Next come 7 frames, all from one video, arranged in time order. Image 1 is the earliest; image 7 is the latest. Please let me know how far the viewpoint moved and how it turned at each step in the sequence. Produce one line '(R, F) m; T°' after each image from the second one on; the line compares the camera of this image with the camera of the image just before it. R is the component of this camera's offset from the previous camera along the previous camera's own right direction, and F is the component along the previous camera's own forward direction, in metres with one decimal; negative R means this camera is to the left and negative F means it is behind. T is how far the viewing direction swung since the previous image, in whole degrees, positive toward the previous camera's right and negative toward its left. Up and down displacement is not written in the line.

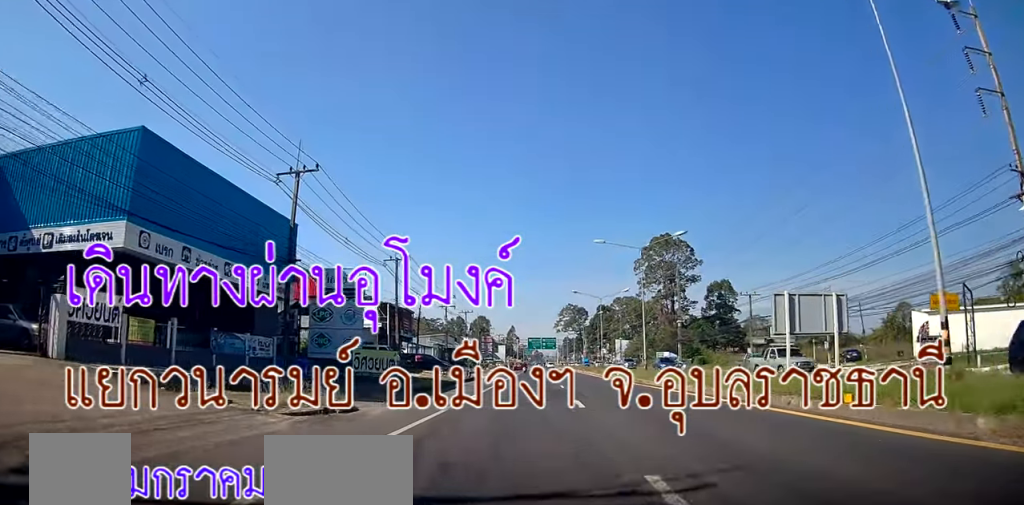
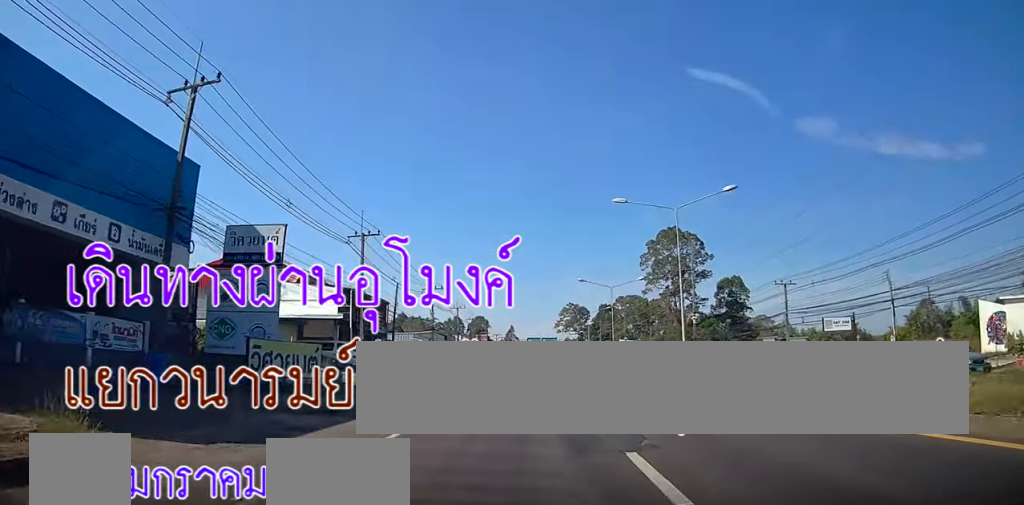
(-0.2, +11.7) m; -1°
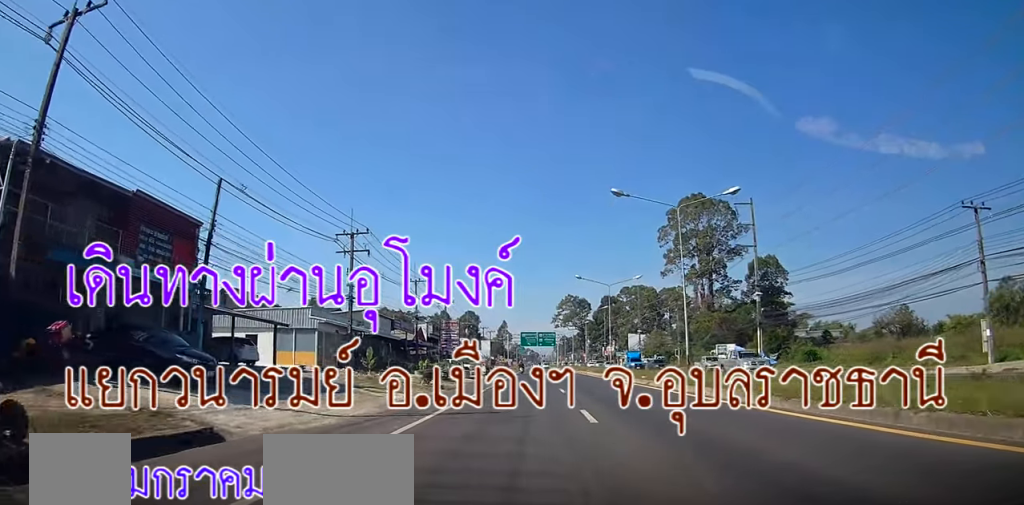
(-0.7, +29.9) m; -2°
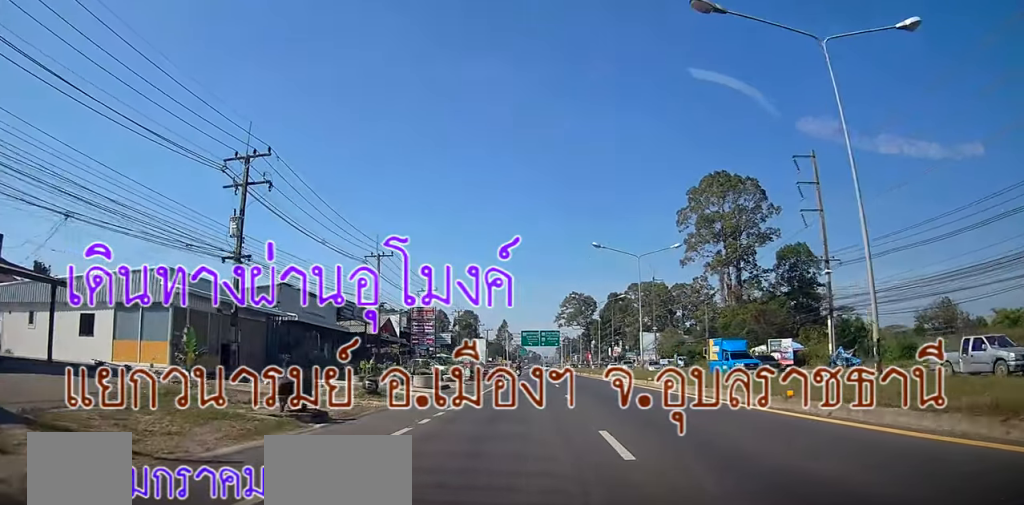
(-0.1, +15.8) m; 0°
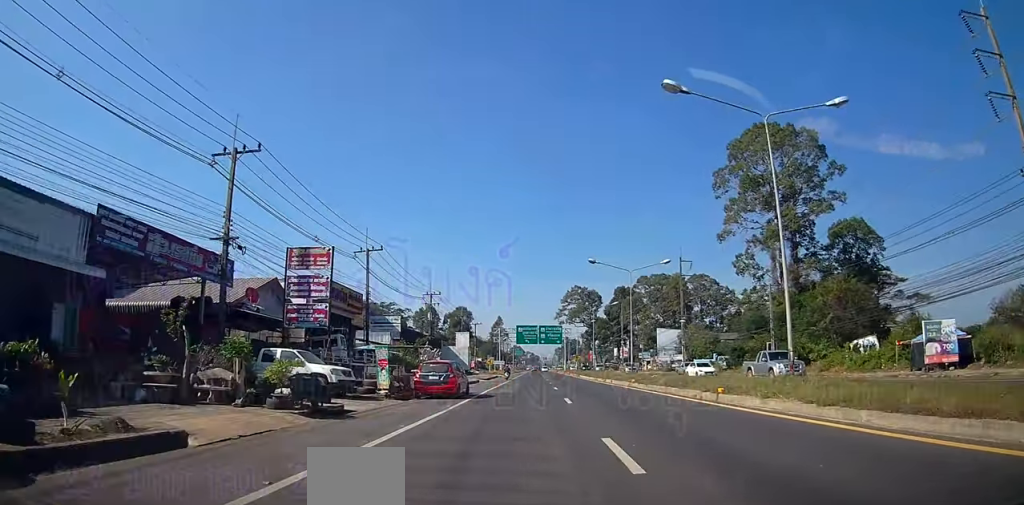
(+0.4, +24.9) m; +2°
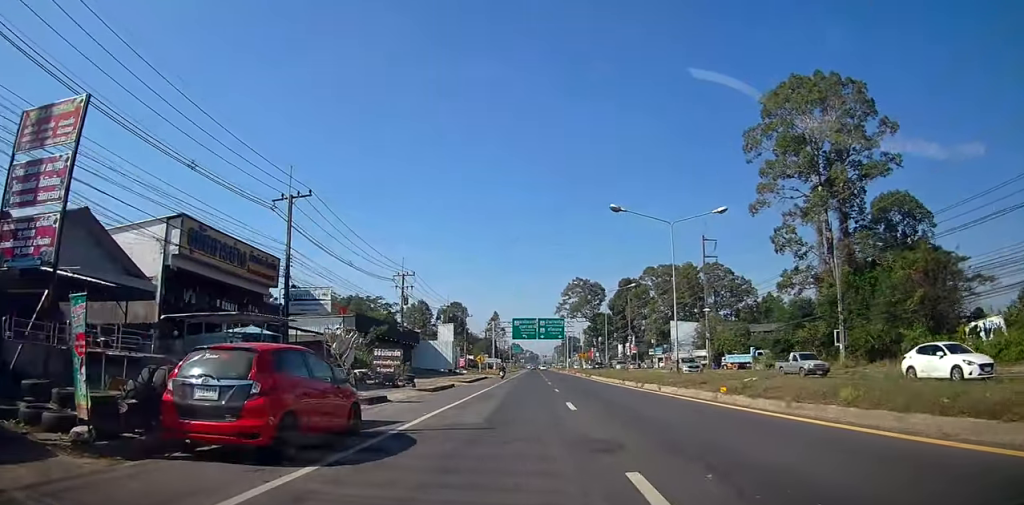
(+0.2, +15.5) m; +1°
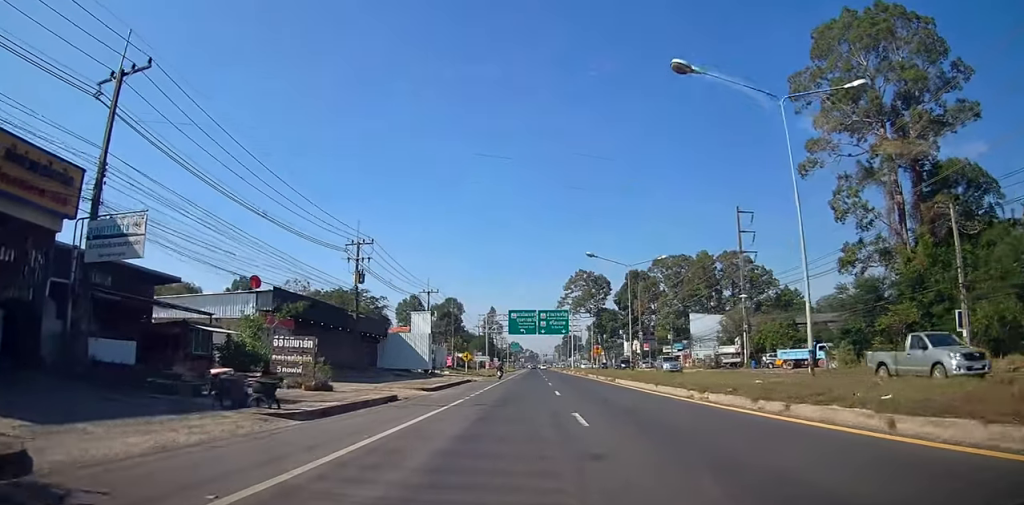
(0.0, +16.1) m; 0°
